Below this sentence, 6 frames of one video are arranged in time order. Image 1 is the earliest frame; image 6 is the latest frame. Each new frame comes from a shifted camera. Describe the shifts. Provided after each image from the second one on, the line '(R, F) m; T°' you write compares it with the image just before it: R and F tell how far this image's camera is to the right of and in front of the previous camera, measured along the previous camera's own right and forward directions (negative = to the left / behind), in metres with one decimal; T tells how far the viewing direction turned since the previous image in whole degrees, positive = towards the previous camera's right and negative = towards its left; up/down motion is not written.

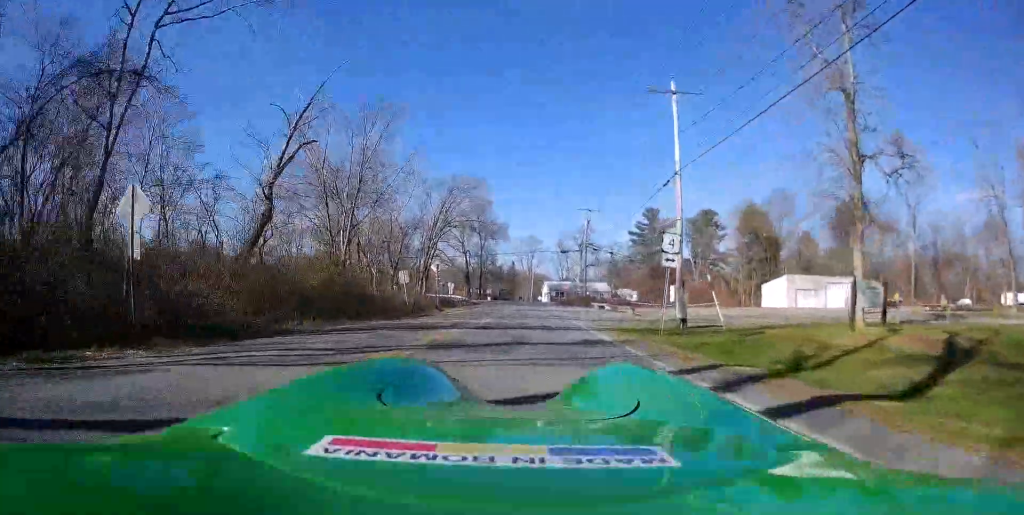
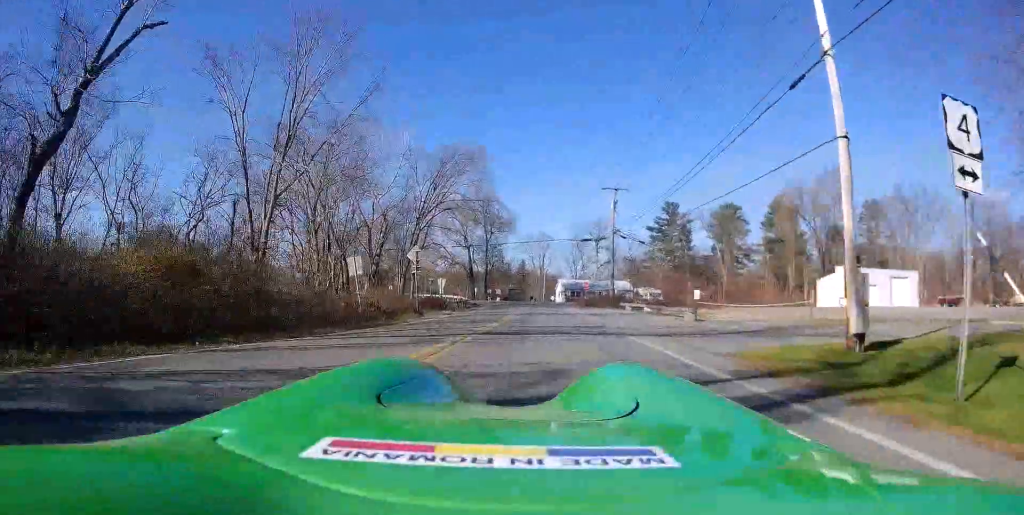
(-0.5, +12.7) m; -3°
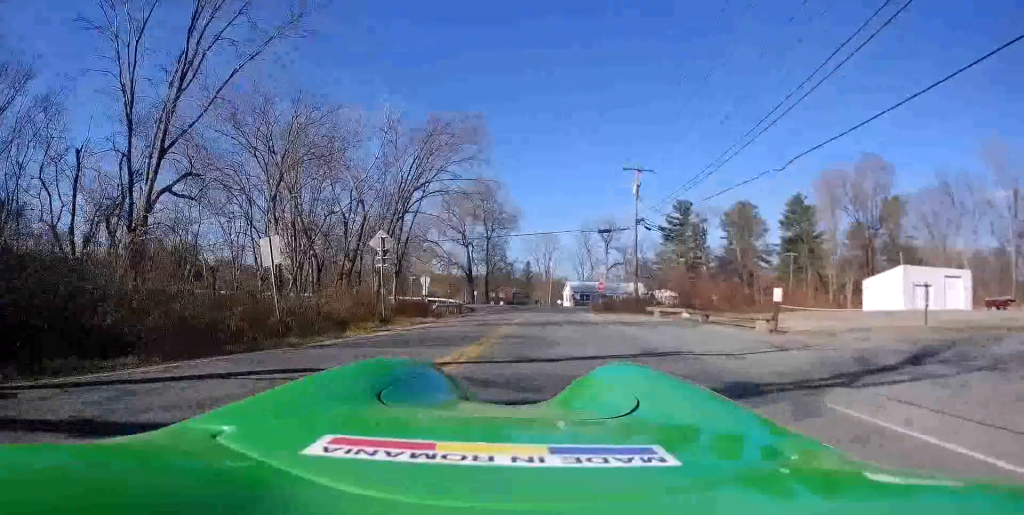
(0.0, +8.8) m; +3°
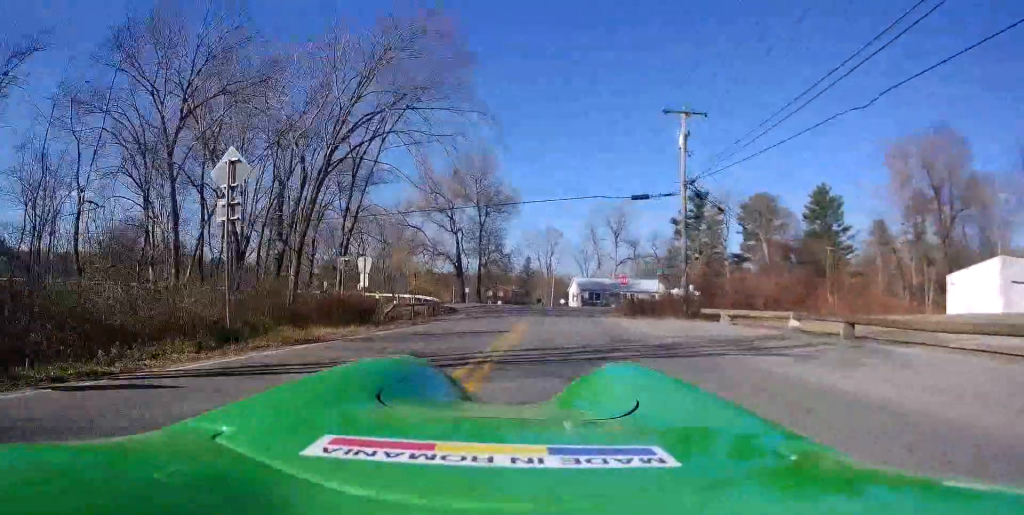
(+0.6, +13.2) m; +1°
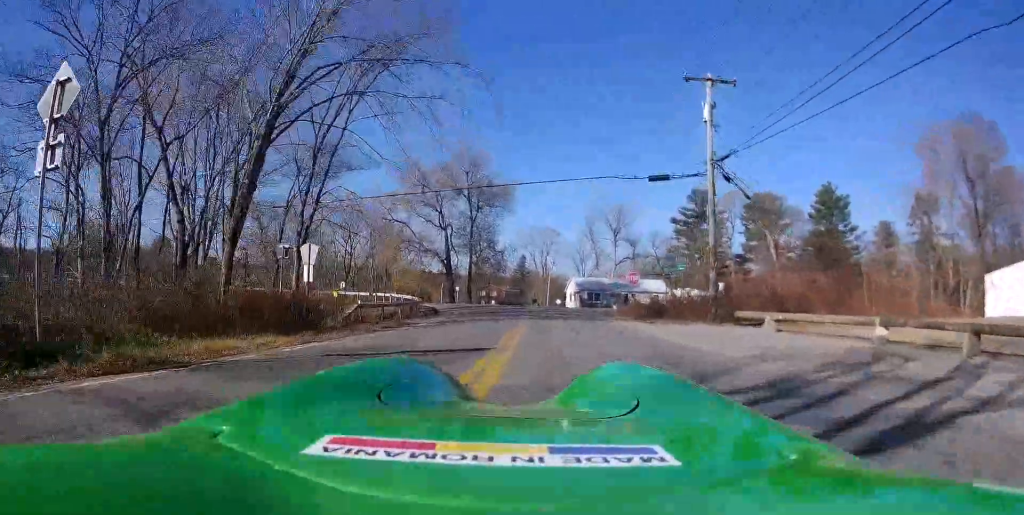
(0.0, +5.9) m; -2°
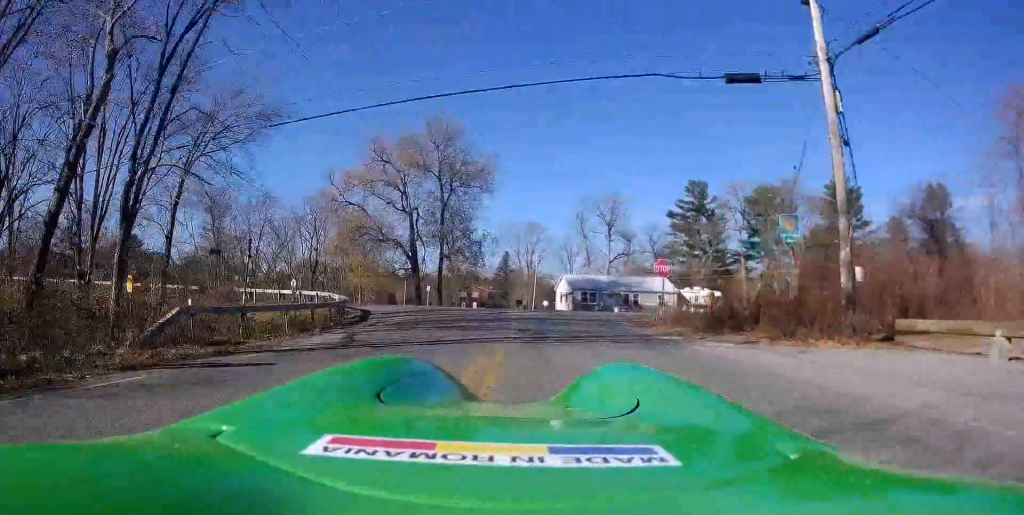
(-0.7, +11.0) m; 0°
